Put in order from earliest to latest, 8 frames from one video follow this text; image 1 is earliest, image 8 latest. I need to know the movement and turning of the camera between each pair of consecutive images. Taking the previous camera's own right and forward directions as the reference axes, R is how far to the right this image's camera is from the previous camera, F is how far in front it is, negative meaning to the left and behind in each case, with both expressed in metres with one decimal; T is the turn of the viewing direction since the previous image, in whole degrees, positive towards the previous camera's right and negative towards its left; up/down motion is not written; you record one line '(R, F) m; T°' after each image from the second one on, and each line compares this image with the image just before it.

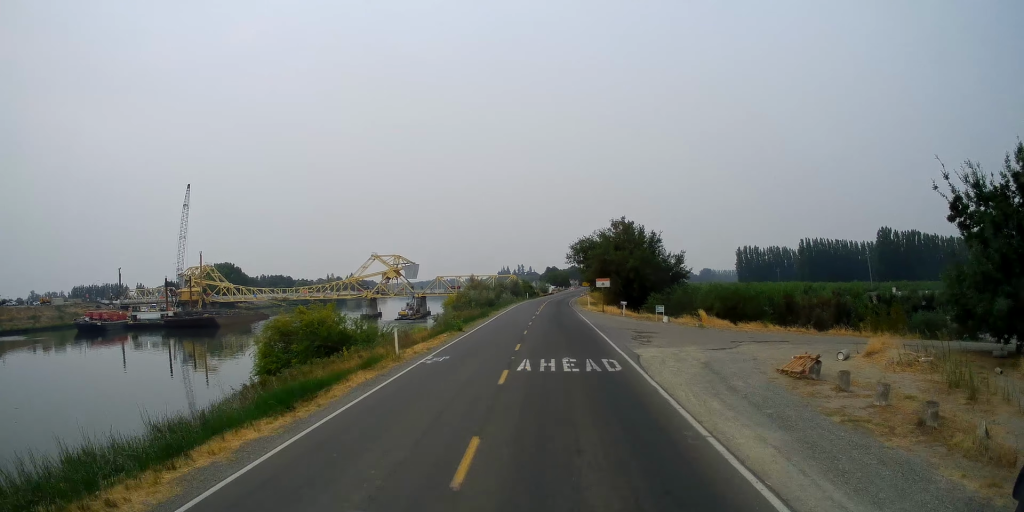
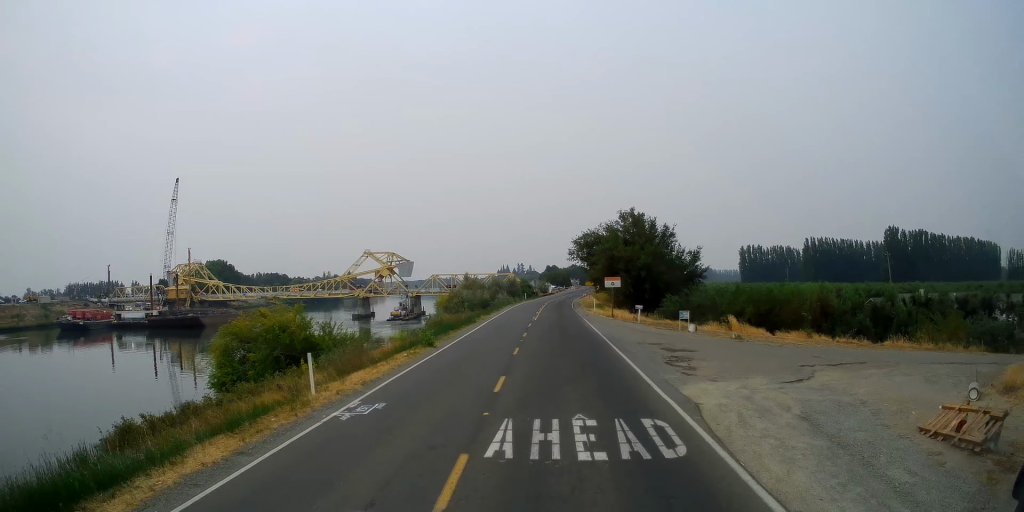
(-0.2, +8.8) m; 0°
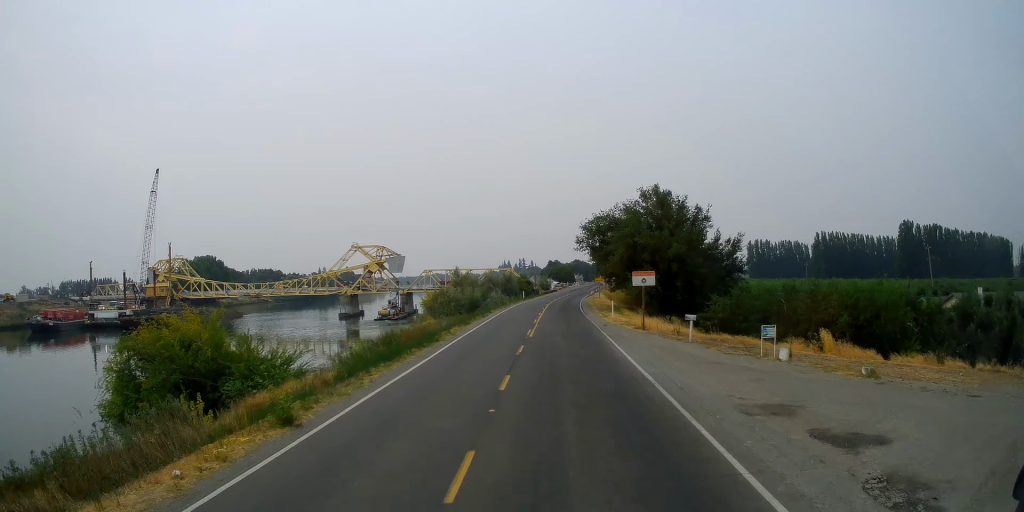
(+0.7, +14.4) m; +1°
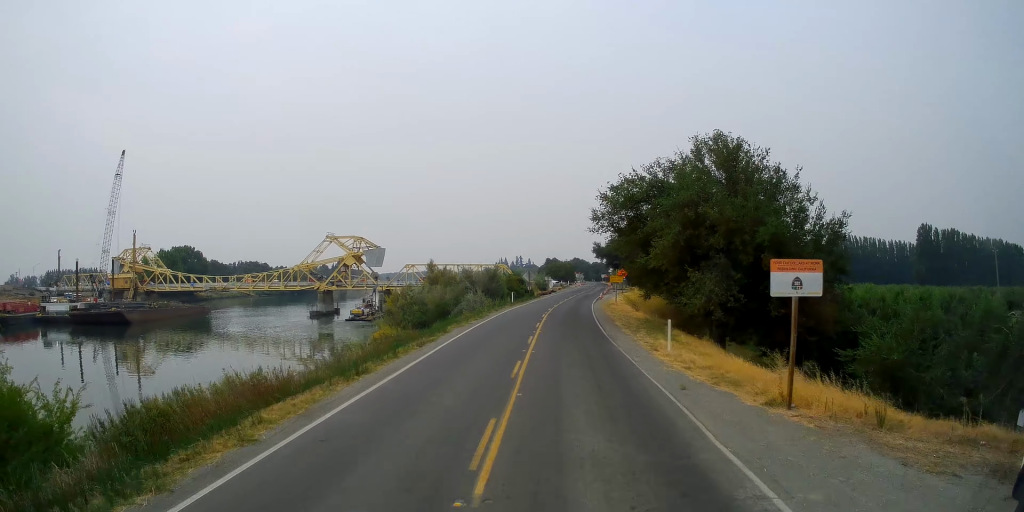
(-0.9, +20.3) m; -2°
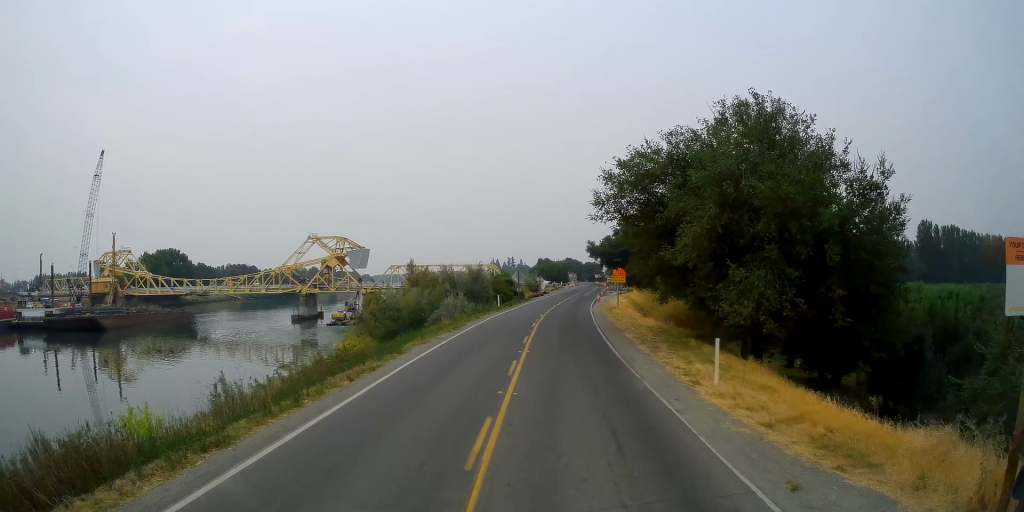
(-0.1, +7.4) m; +1°
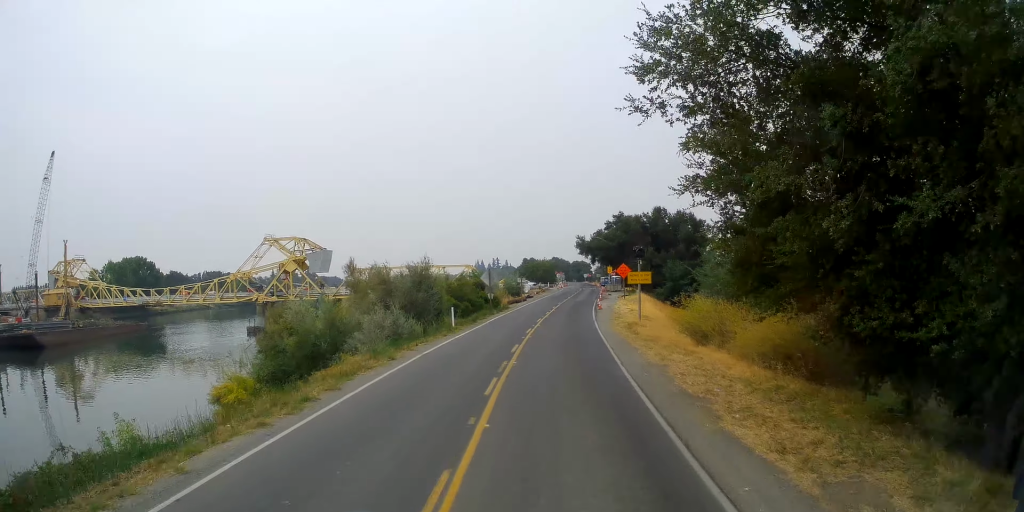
(+0.6, +17.3) m; +1°
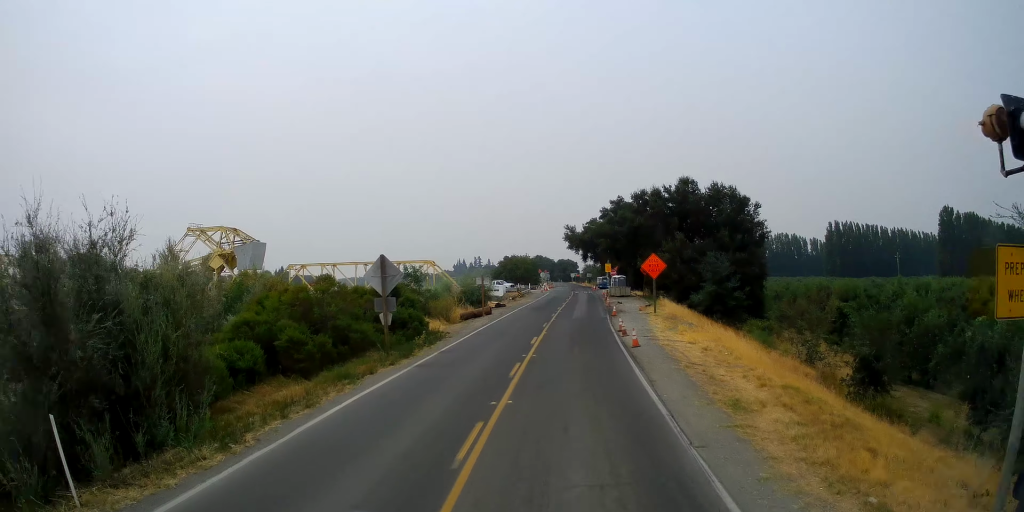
(+0.4, +26.9) m; +1°
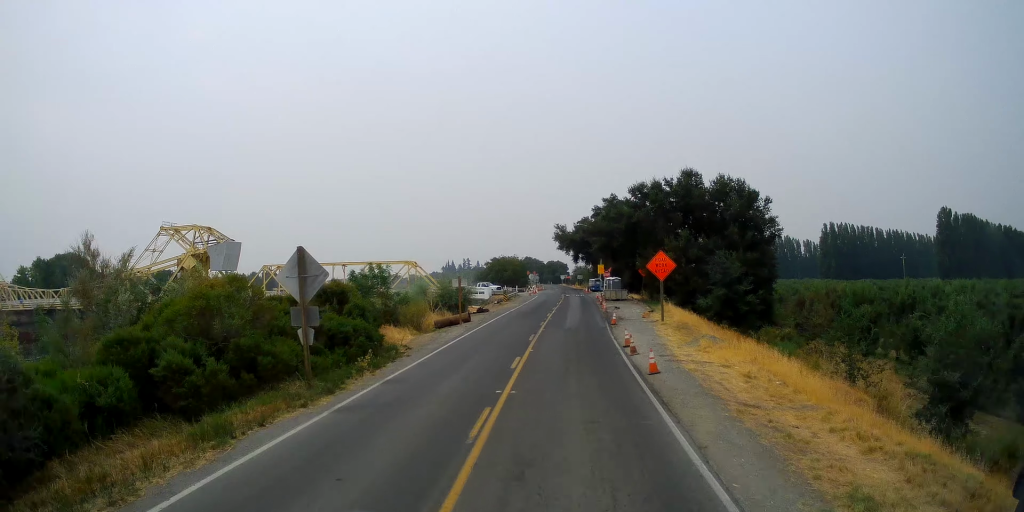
(+0.1, +6.2) m; -1°
